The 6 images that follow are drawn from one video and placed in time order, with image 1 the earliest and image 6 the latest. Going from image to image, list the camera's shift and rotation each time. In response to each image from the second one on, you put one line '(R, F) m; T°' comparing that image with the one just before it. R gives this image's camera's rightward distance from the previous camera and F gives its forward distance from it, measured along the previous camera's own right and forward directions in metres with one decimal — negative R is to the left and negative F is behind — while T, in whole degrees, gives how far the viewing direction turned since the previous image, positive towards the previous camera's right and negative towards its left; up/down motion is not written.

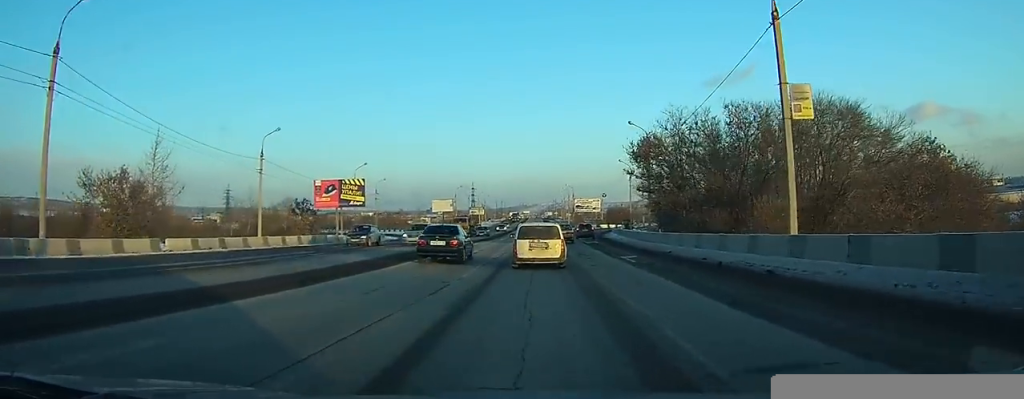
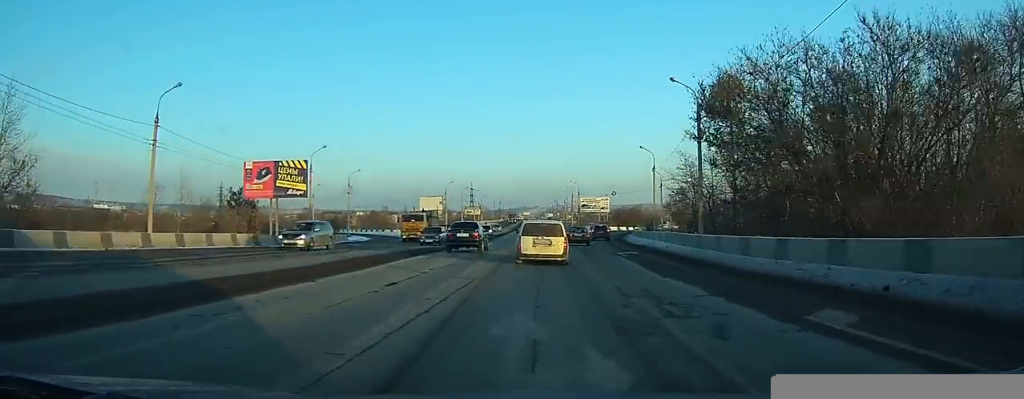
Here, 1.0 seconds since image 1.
(0.0, +16.9) m; 0°
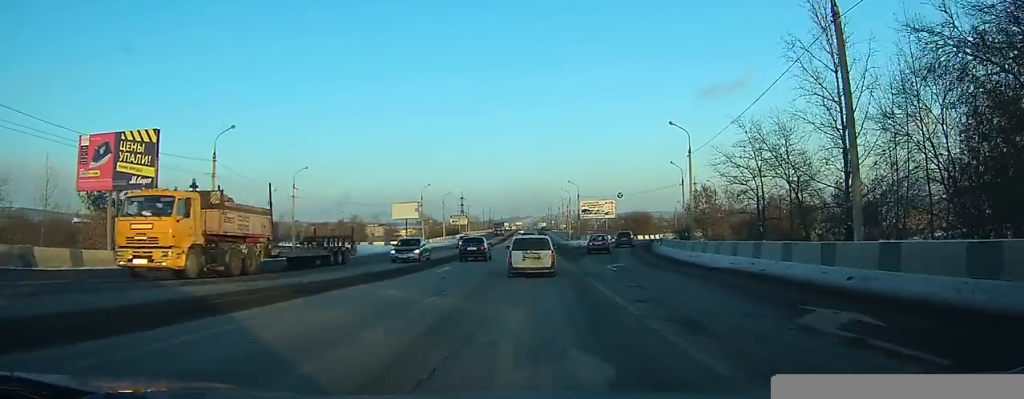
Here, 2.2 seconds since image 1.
(+0.1, +19.7) m; +1°
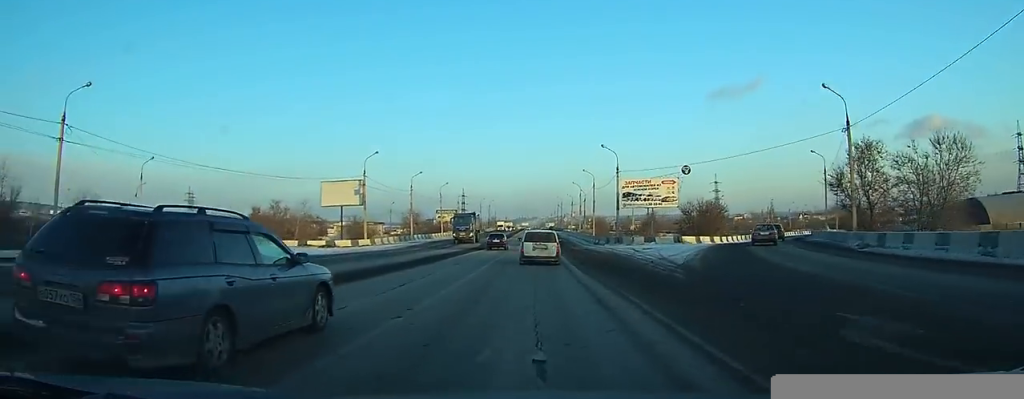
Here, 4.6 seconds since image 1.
(+0.2, +42.5) m; 0°
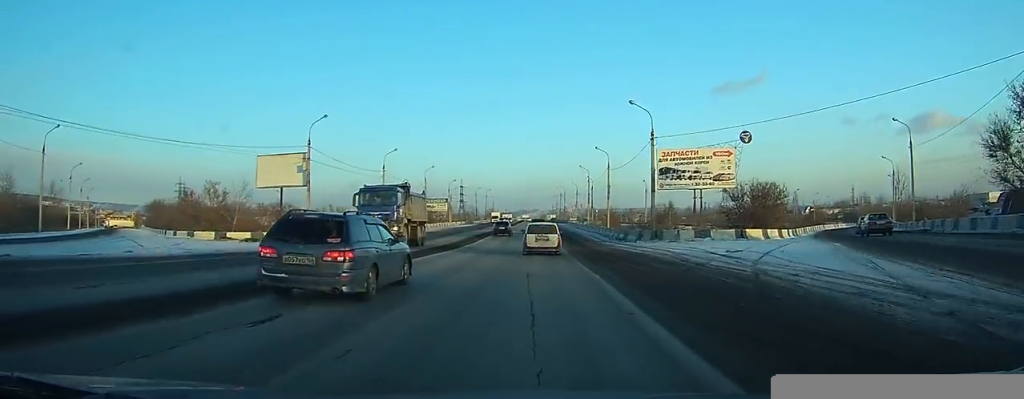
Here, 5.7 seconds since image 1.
(-0.1, +18.4) m; 0°
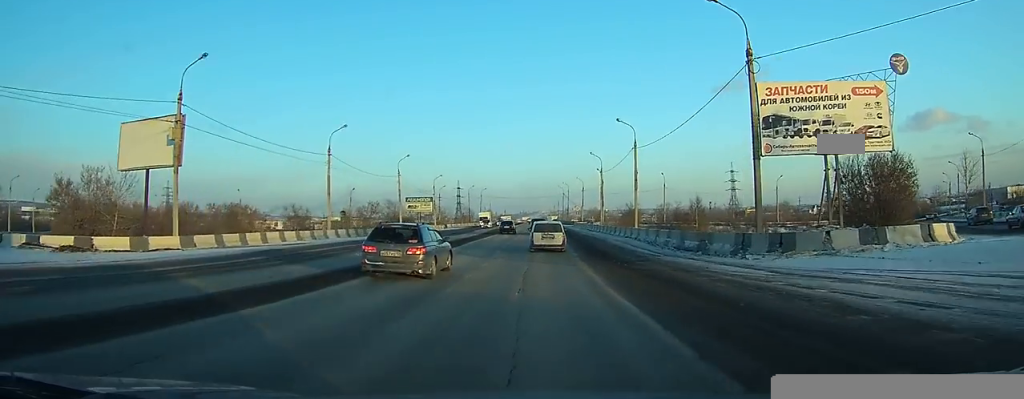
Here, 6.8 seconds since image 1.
(-0.1, +21.0) m; 0°
